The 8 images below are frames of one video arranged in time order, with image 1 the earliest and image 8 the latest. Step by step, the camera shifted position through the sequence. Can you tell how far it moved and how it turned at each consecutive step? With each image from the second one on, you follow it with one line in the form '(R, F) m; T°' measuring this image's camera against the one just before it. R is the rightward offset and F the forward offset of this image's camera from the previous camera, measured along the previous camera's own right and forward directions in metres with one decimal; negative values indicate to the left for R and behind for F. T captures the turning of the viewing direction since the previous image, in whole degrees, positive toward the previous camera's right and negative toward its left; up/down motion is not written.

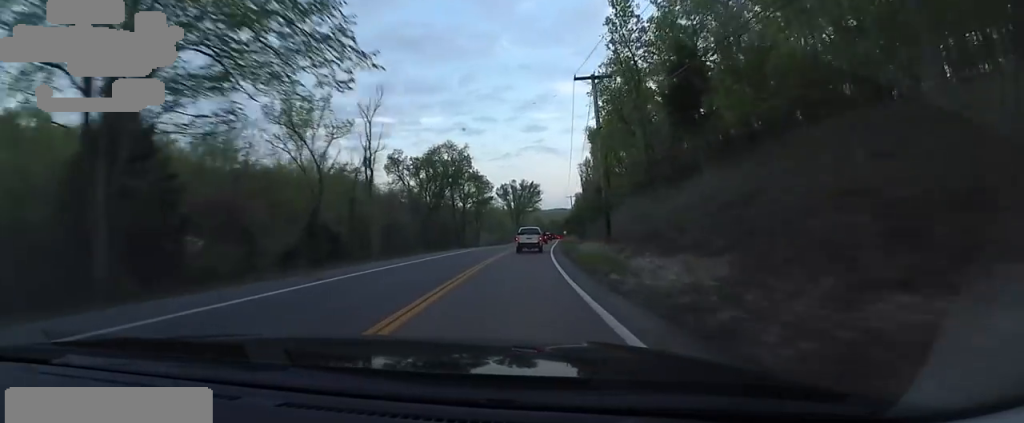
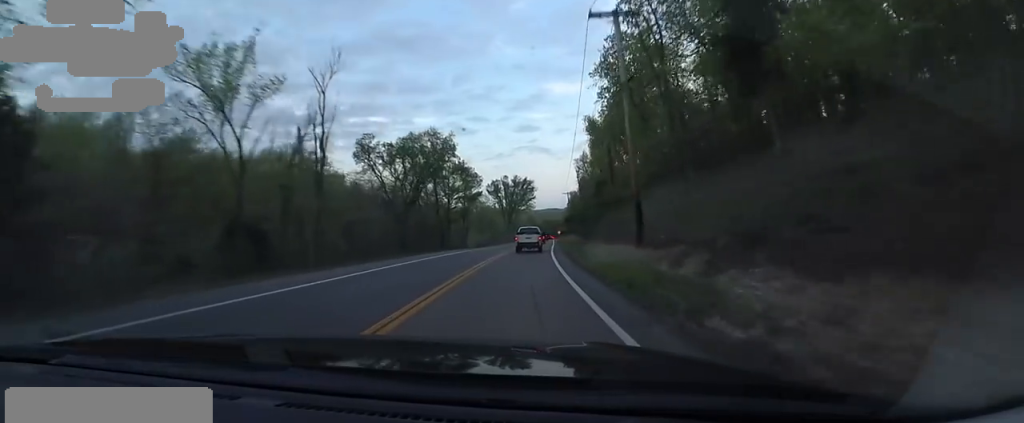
(-0.2, +8.9) m; +1°
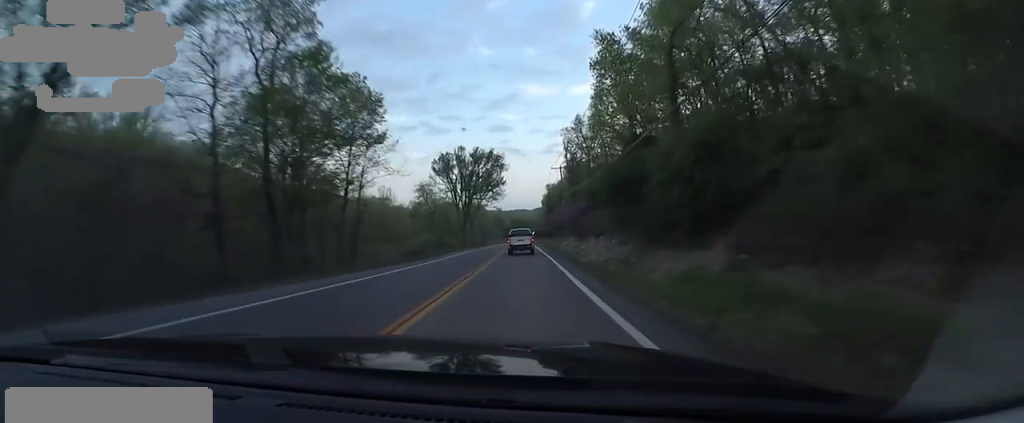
(+1.1, +39.4) m; +4°
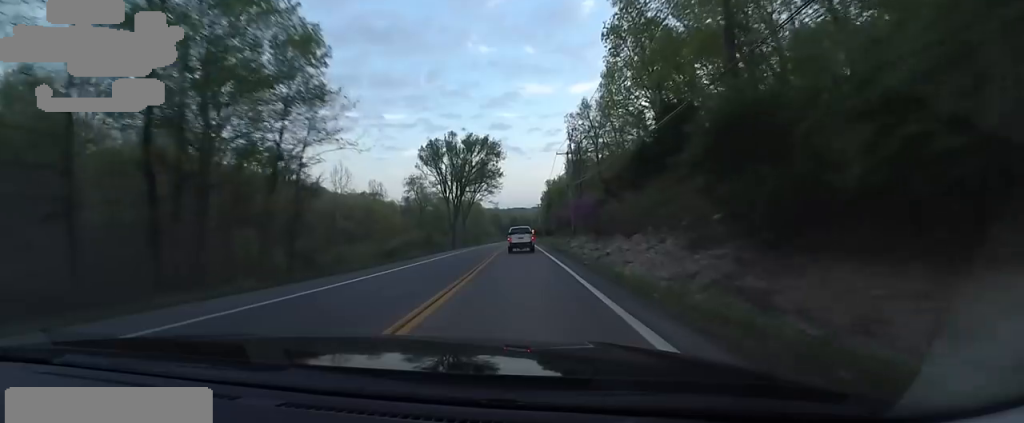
(+0.3, +9.4) m; +1°
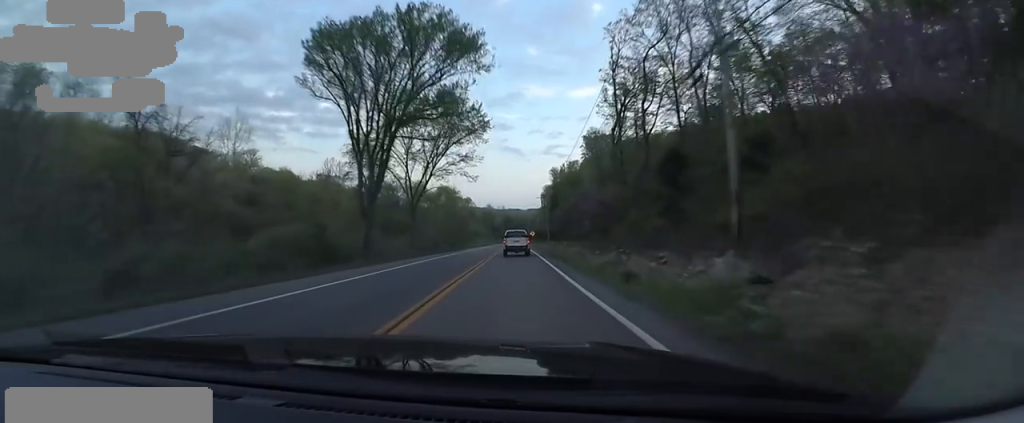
(+0.2, +38.3) m; -2°
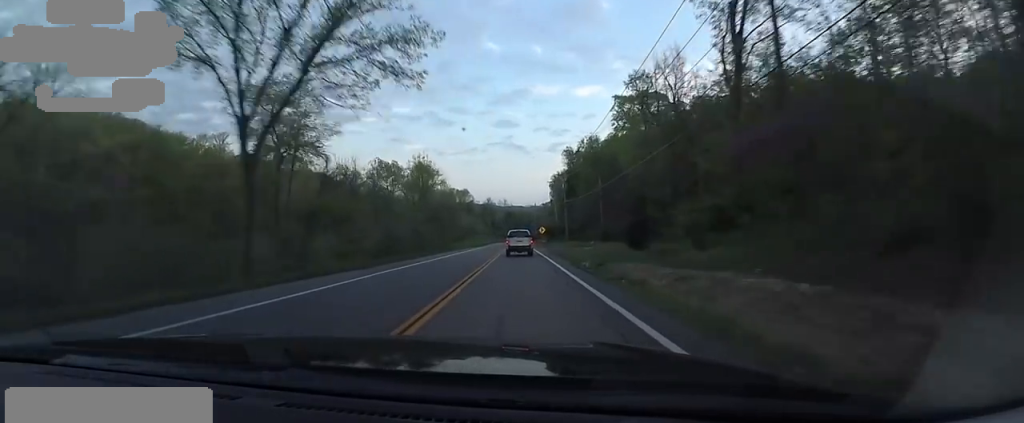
(+0.6, +28.3) m; +3°
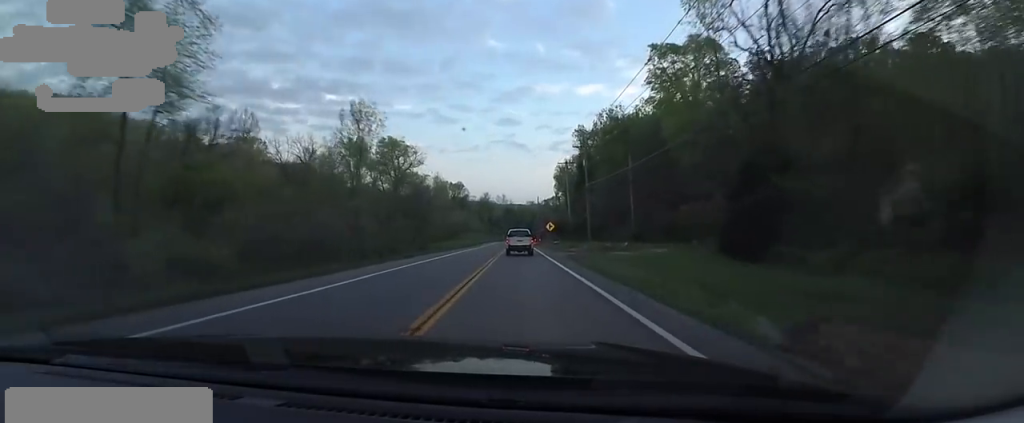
(+0.6, +19.4) m; 0°
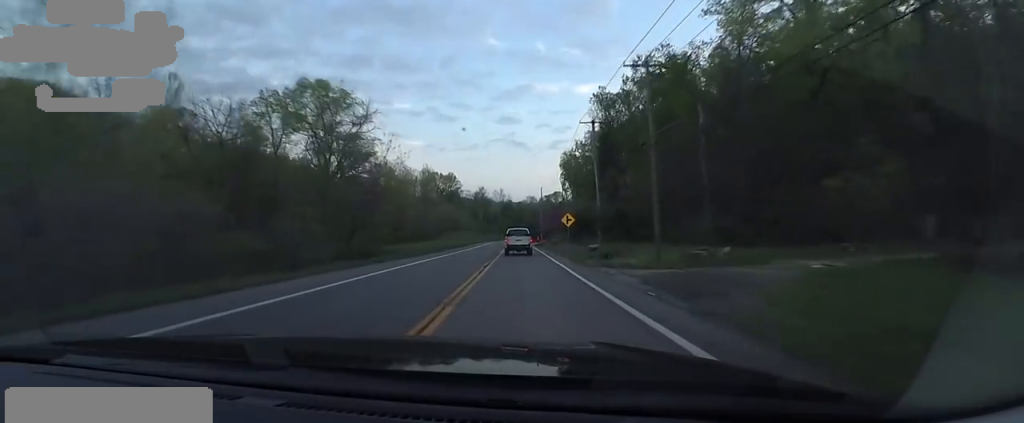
(-0.8, +21.8) m; -1°
